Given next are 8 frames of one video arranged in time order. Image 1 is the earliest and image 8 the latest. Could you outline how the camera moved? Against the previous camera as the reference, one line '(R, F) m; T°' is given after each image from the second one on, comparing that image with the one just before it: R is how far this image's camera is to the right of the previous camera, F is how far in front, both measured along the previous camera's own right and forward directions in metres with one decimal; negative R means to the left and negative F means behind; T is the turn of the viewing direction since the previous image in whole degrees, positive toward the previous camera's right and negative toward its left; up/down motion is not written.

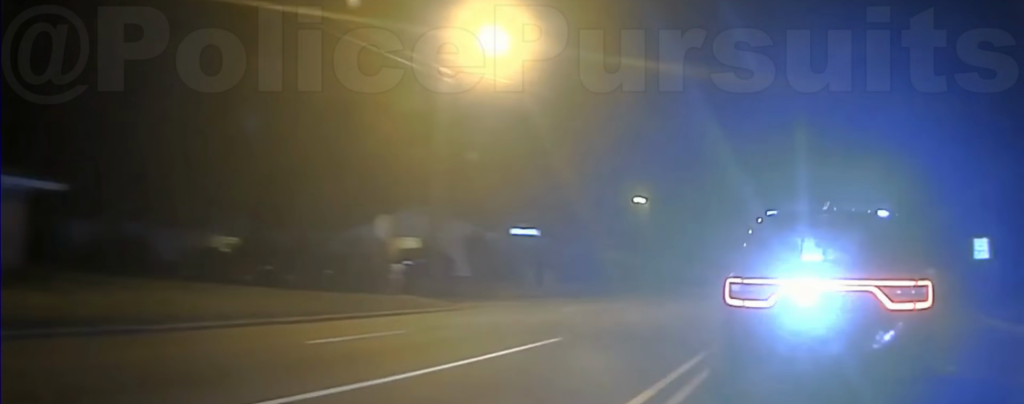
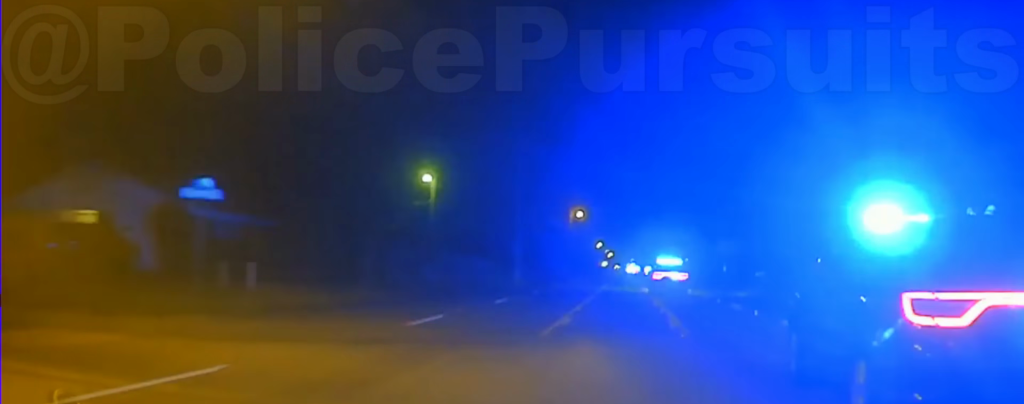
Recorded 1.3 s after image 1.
(+2.9, +16.5) m; +15°
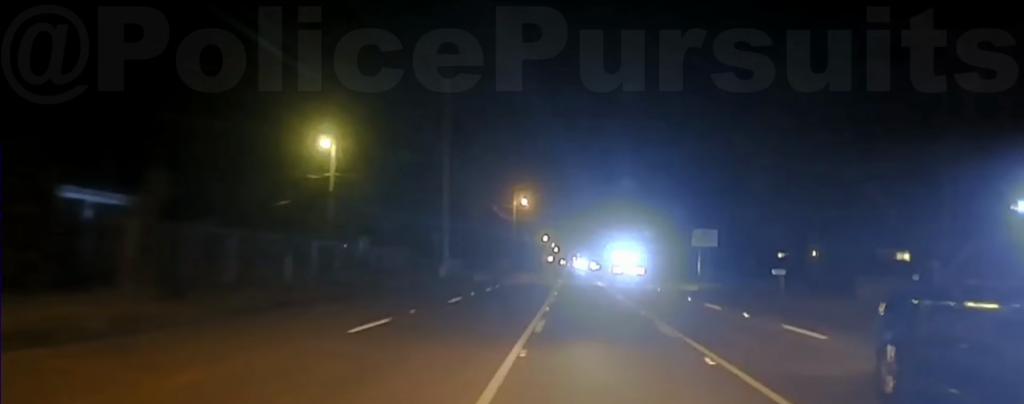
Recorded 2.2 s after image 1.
(+0.7, +11.6) m; +5°
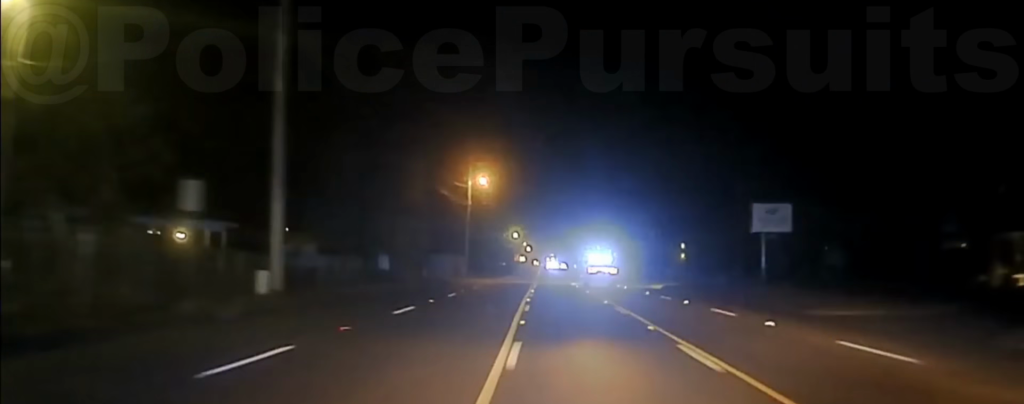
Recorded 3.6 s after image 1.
(+1.1, +24.9) m; +2°
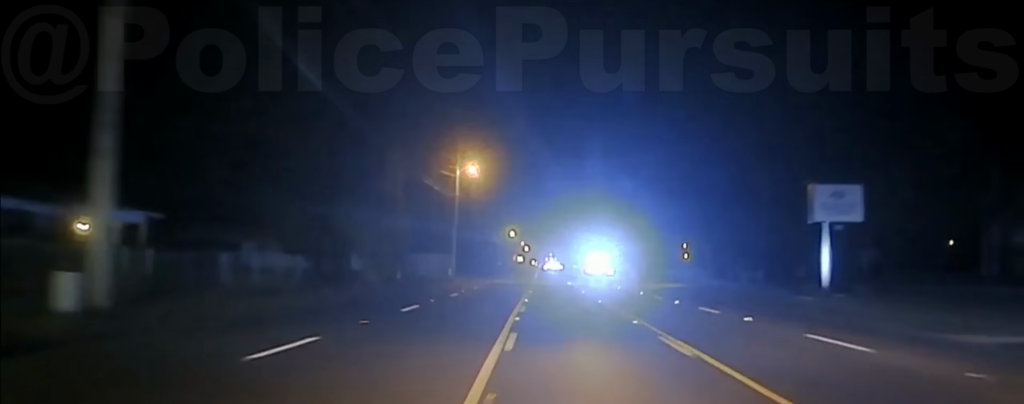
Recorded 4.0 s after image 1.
(0.0, +9.8) m; 0°
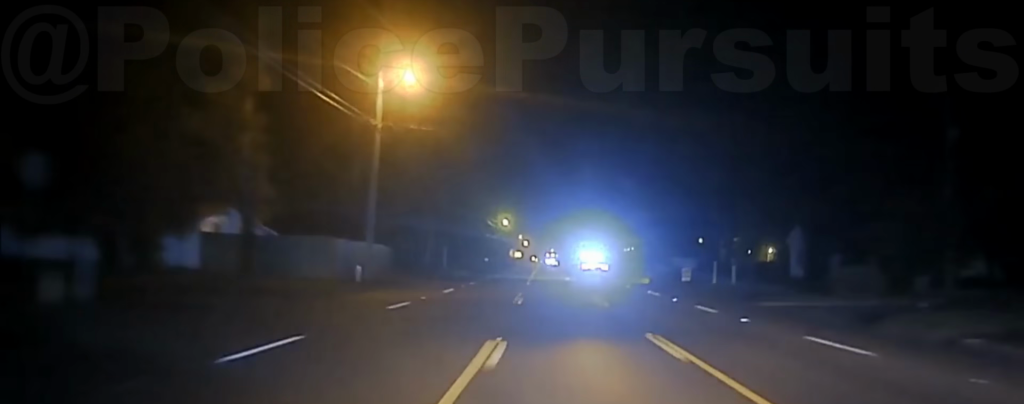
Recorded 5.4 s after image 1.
(+0.2, +34.9) m; +1°
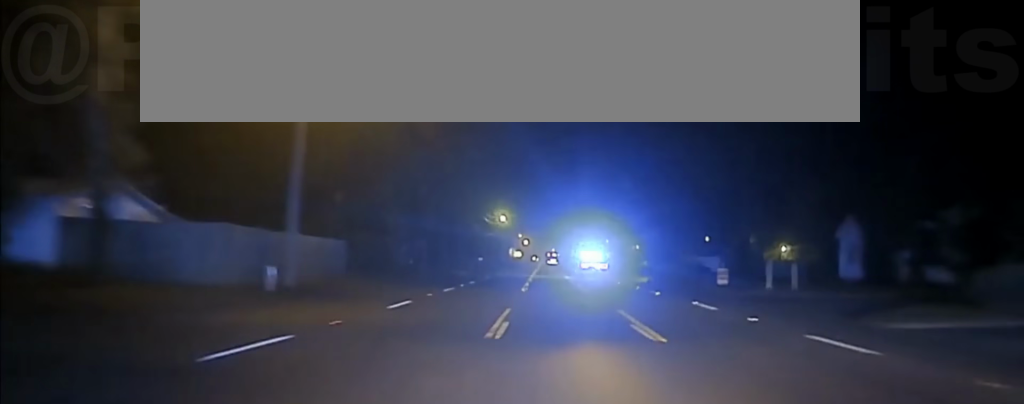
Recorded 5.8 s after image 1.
(+0.1, +12.2) m; 0°
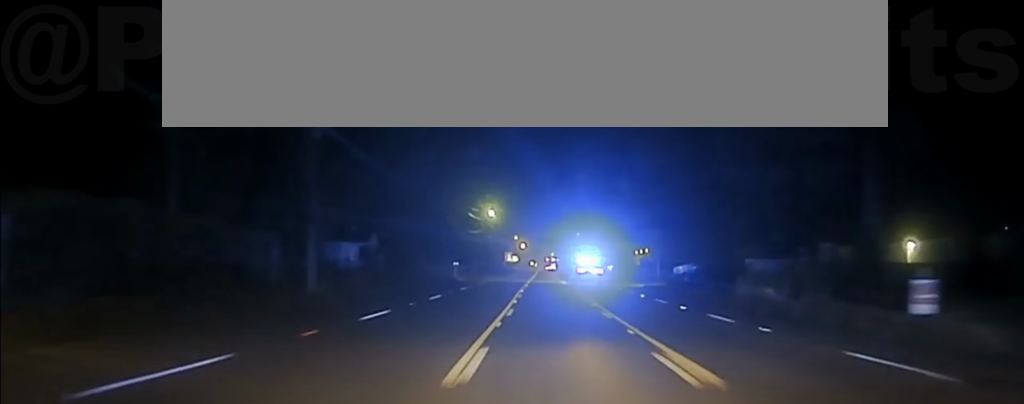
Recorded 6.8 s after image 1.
(0.0, +29.2) m; 0°
